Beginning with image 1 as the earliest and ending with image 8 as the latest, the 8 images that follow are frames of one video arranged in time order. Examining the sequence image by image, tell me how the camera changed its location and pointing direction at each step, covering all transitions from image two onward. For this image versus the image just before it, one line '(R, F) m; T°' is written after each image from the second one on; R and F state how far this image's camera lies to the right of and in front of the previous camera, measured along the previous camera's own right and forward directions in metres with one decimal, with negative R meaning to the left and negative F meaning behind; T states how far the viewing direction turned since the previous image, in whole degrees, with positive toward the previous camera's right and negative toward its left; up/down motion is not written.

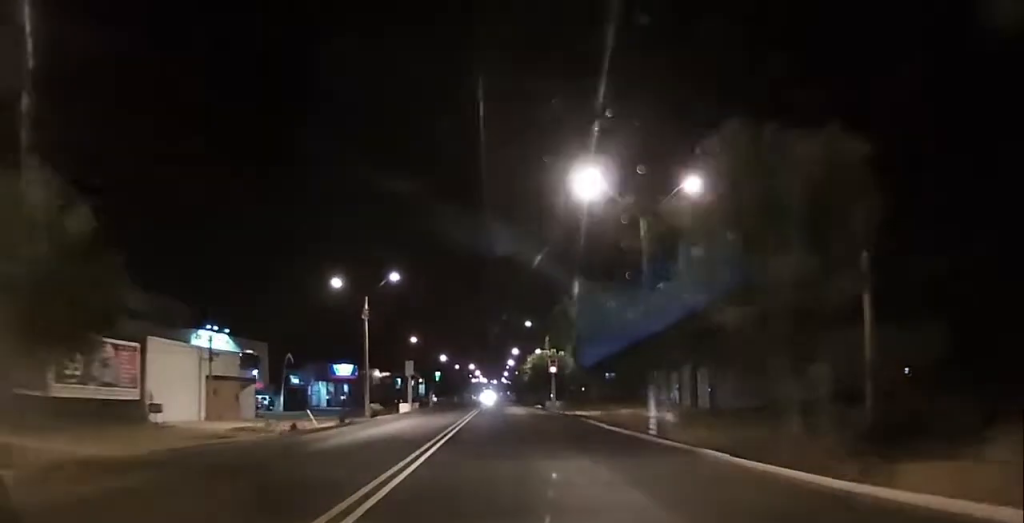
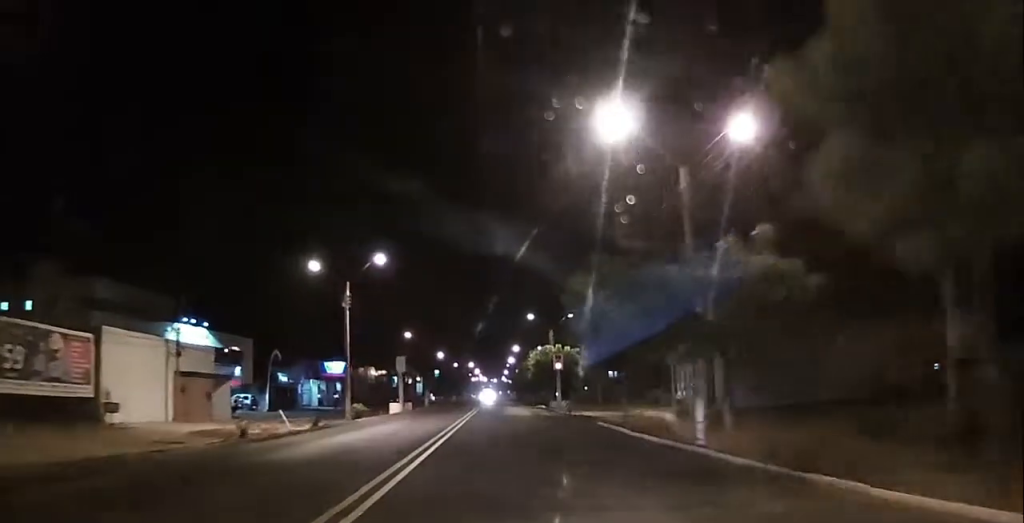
(0.0, +5.3) m; 0°
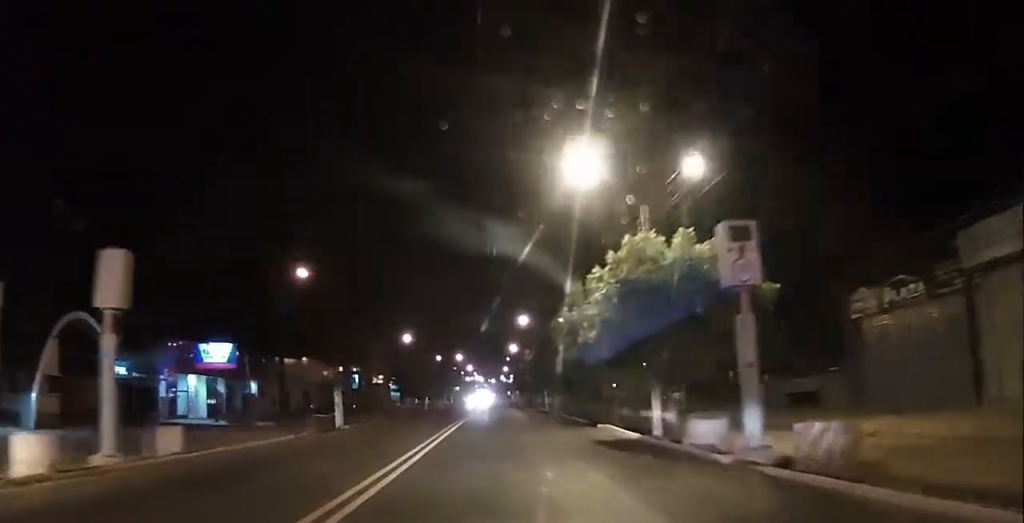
(-0.6, +42.4) m; -2°
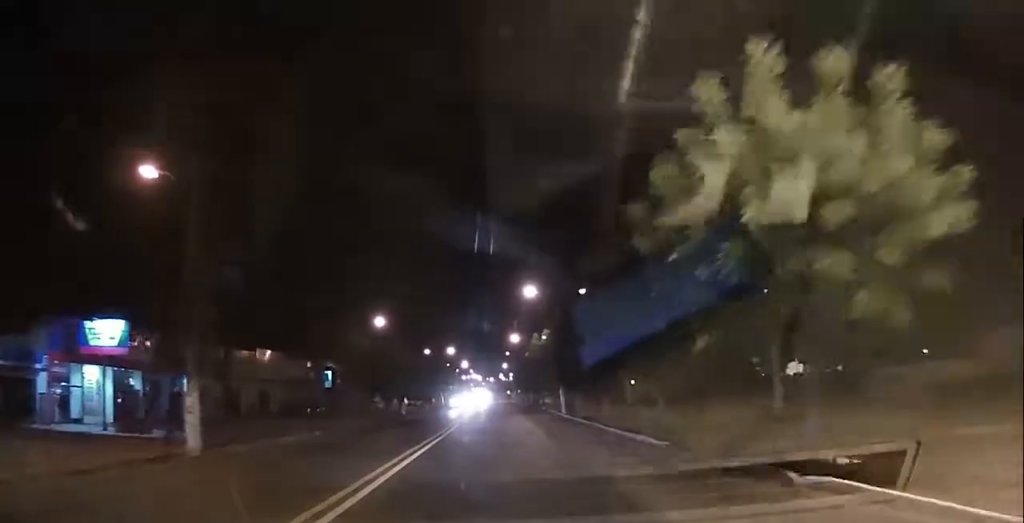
(+0.5, +17.2) m; +2°
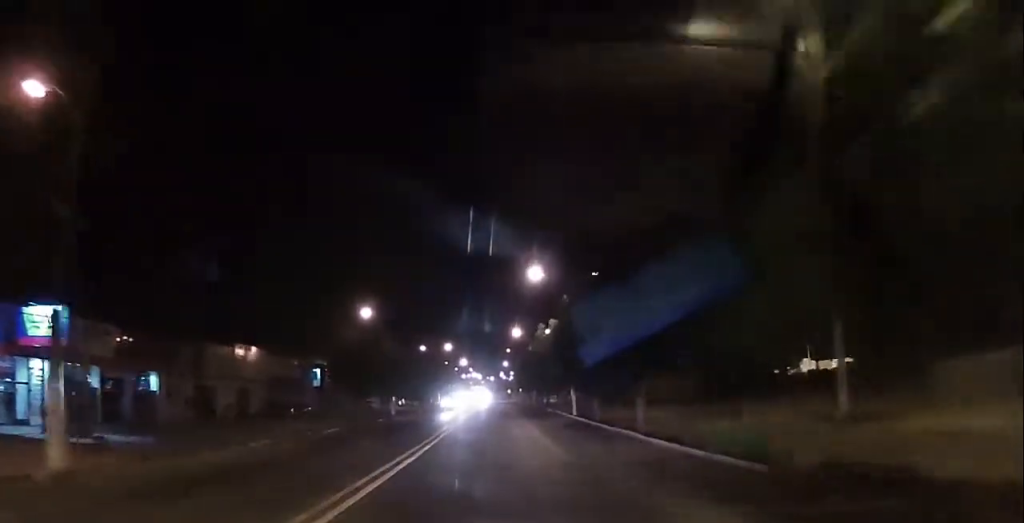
(+0.1, +6.3) m; 0°
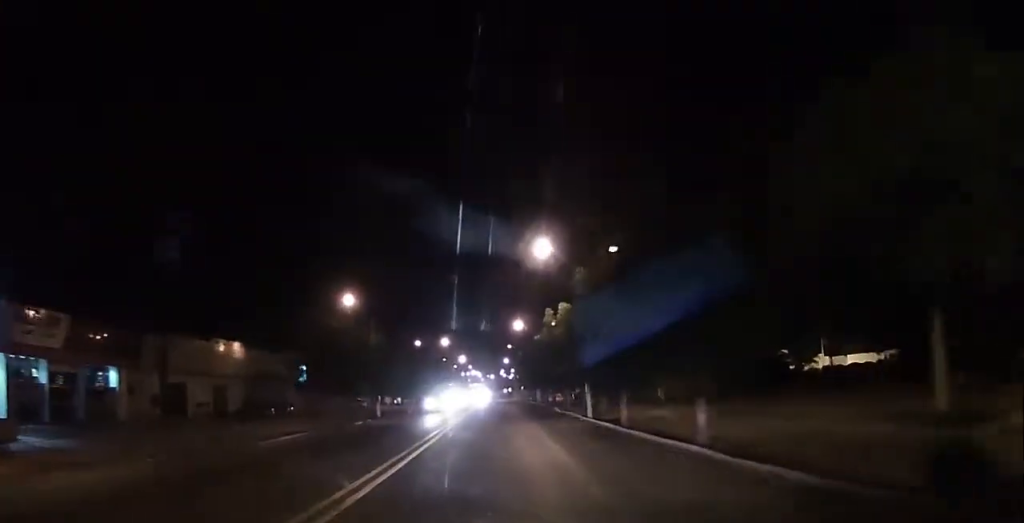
(-0.2, +6.5) m; -1°
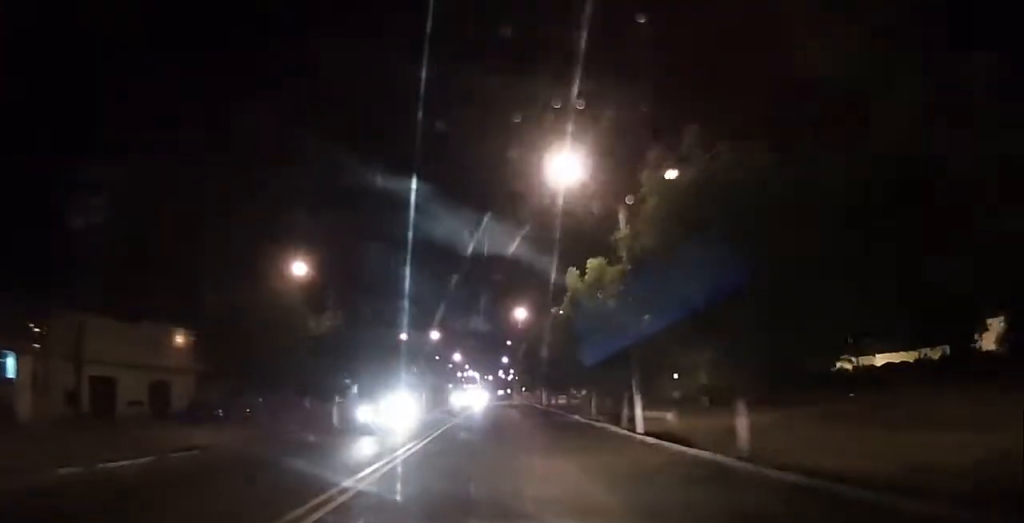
(-0.1, +12.1) m; 0°
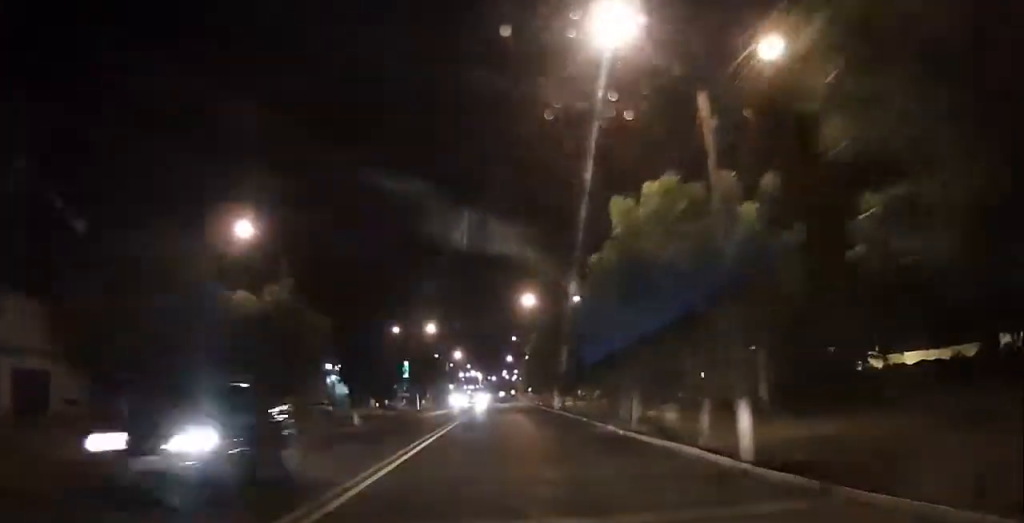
(0.0, +9.0) m; +1°
